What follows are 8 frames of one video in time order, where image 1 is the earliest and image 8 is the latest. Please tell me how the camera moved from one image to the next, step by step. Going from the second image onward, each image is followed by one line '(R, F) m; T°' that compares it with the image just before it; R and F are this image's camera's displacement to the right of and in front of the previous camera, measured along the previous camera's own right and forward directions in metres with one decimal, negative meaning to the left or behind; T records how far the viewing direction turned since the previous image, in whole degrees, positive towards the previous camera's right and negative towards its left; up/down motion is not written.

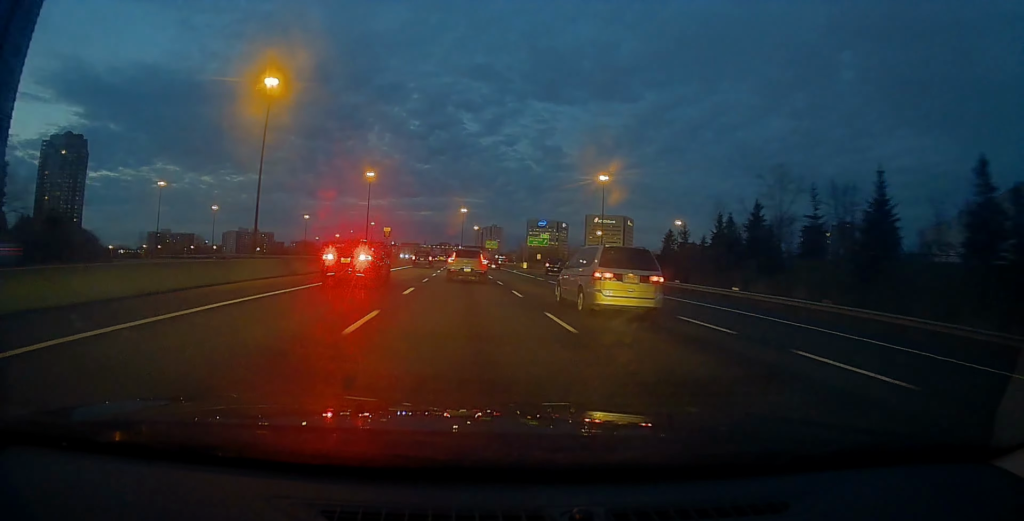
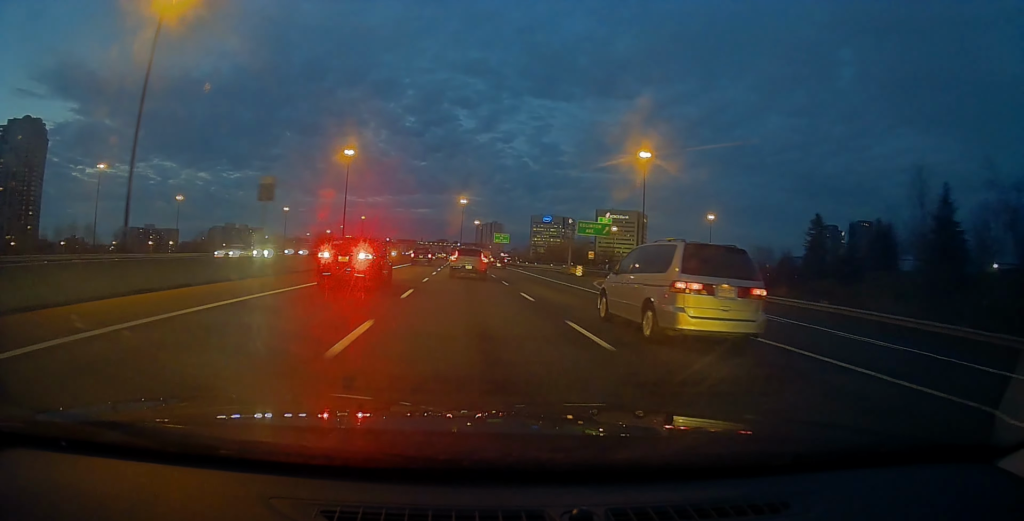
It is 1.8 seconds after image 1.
(-0.2, +45.6) m; -1°
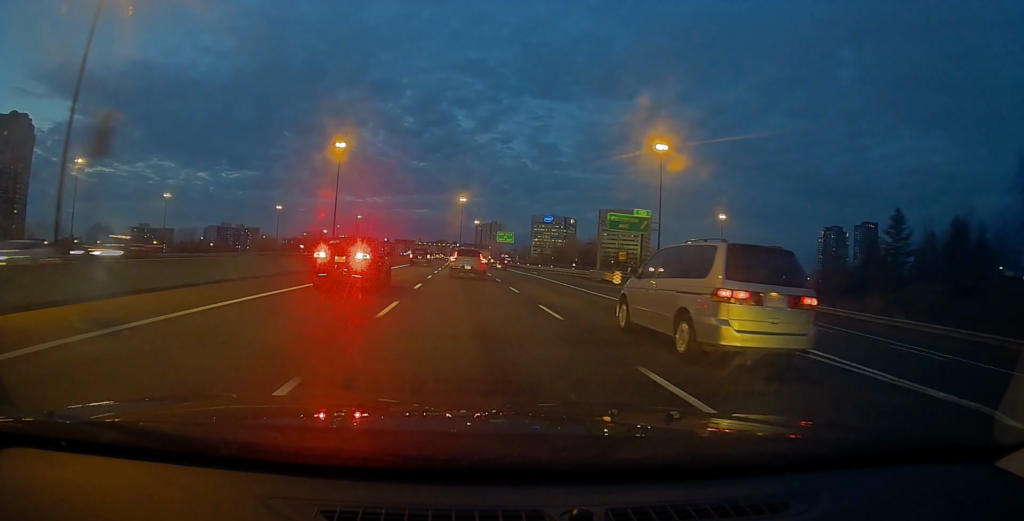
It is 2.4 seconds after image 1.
(+0.2, +13.6) m; 0°
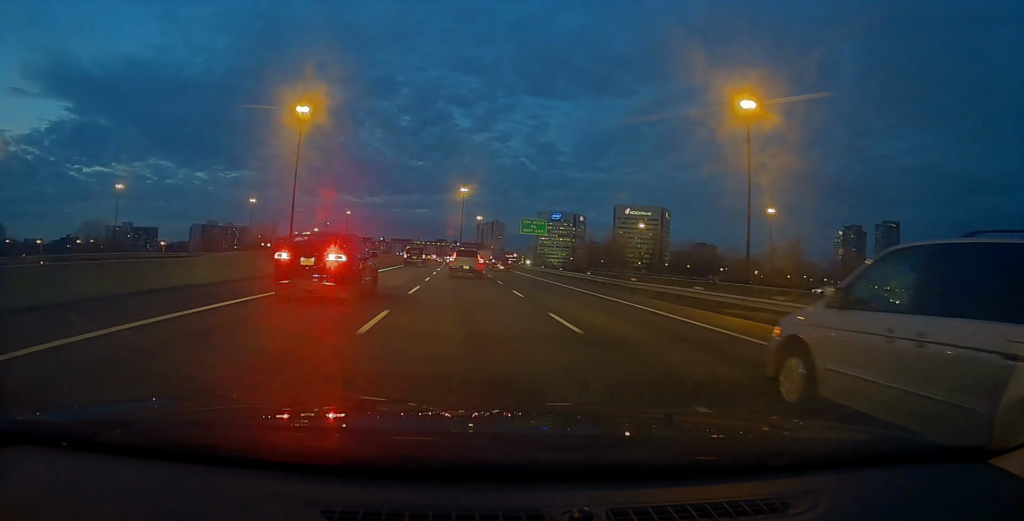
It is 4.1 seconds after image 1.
(+0.2, +45.8) m; 0°
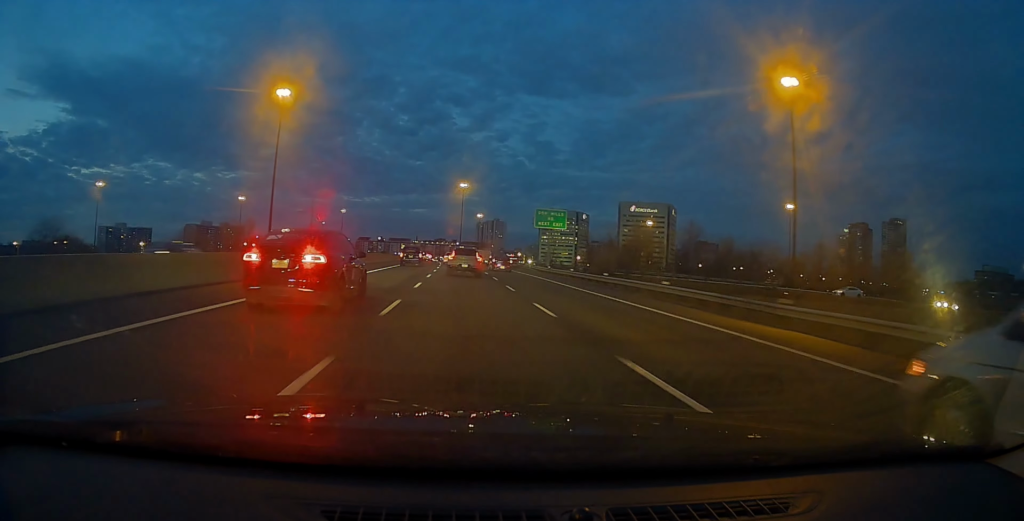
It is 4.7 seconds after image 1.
(-0.2, +15.0) m; 0°
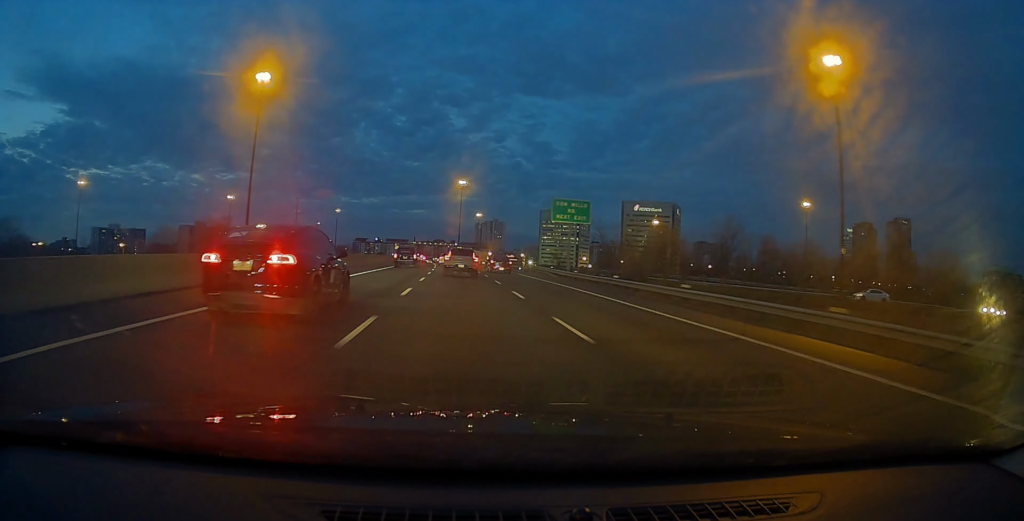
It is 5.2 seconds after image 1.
(+0.1, +12.5) m; 0°
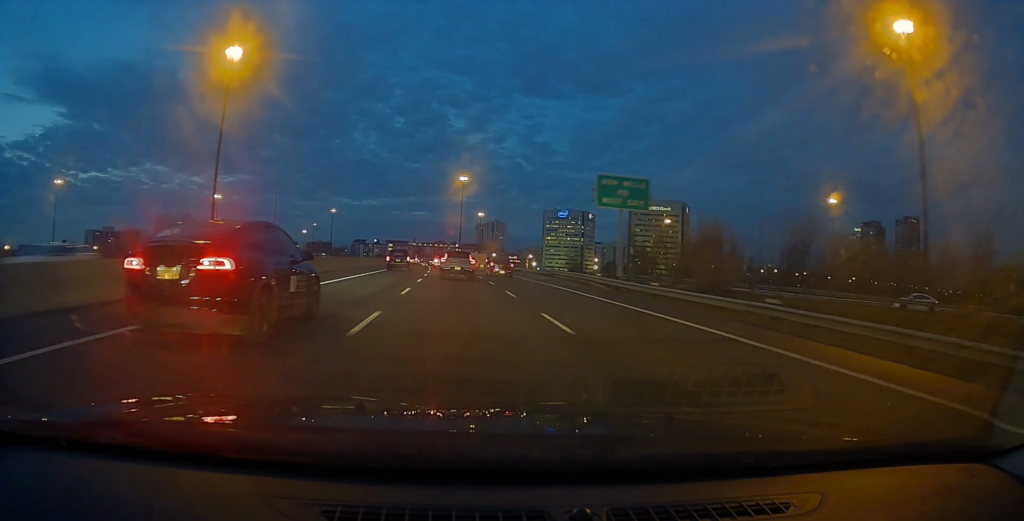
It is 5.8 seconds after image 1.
(+0.2, +16.2) m; +1°
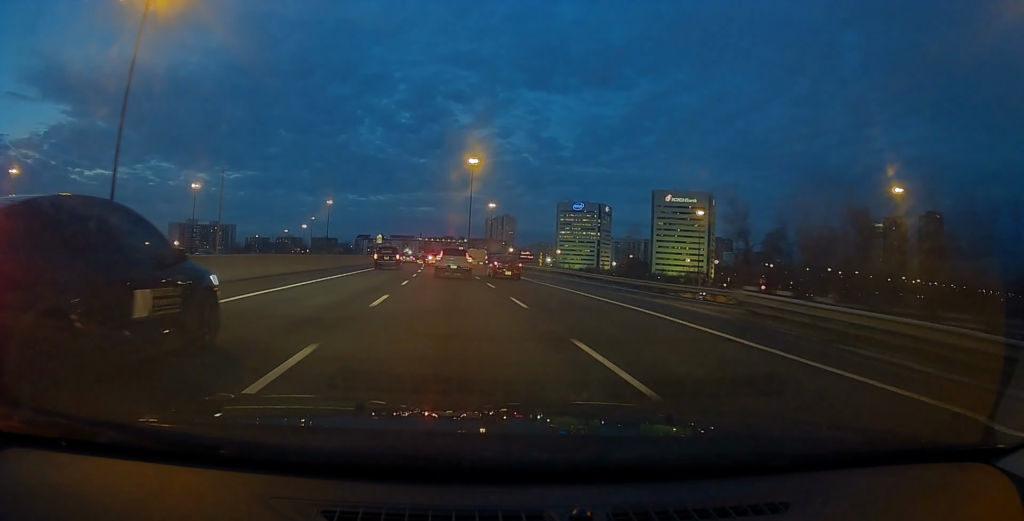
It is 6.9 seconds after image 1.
(0.0, +31.0) m; -1°
